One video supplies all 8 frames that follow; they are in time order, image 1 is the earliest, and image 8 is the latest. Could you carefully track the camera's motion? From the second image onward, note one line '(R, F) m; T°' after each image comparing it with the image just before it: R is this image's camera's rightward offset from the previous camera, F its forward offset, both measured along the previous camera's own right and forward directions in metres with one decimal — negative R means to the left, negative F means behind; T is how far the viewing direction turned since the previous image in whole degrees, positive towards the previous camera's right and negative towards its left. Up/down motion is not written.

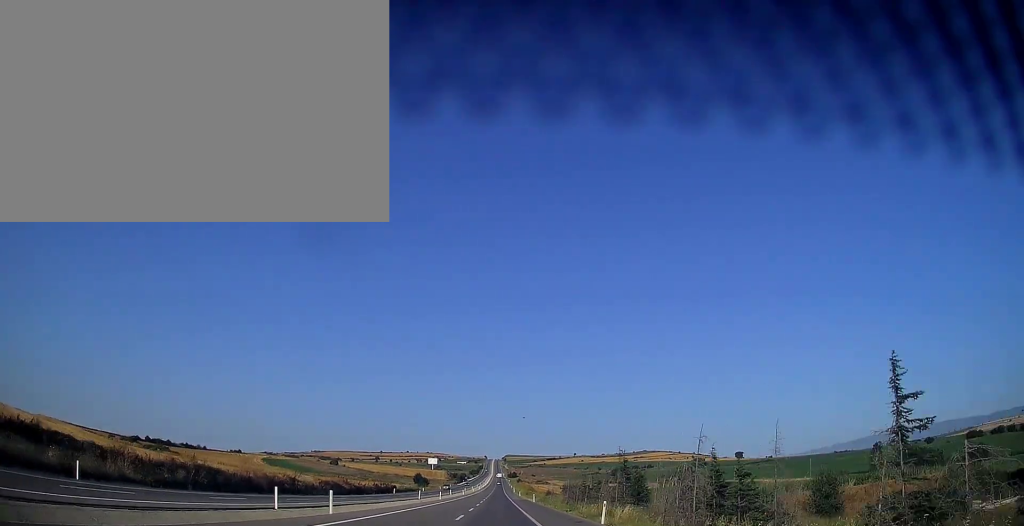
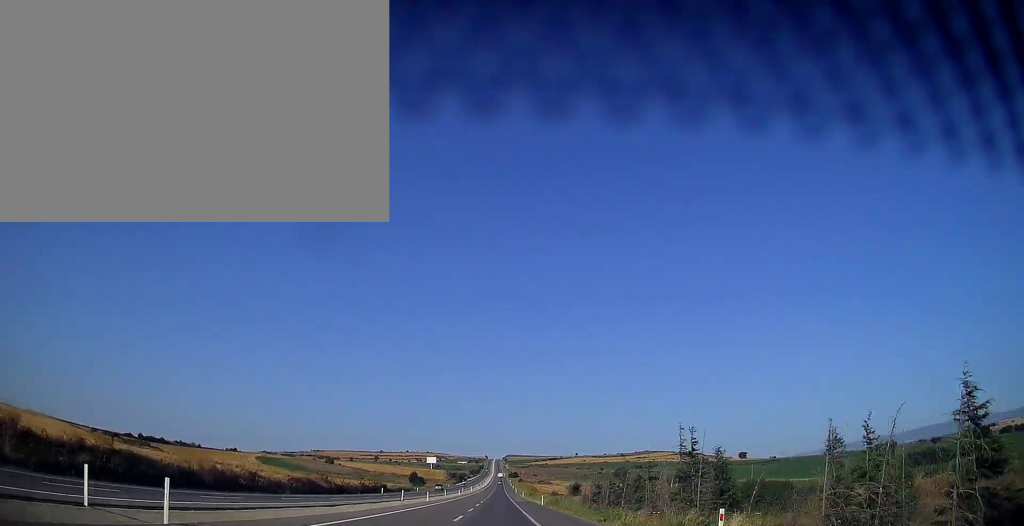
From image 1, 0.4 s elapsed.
(0.0, +12.7) m; 0°
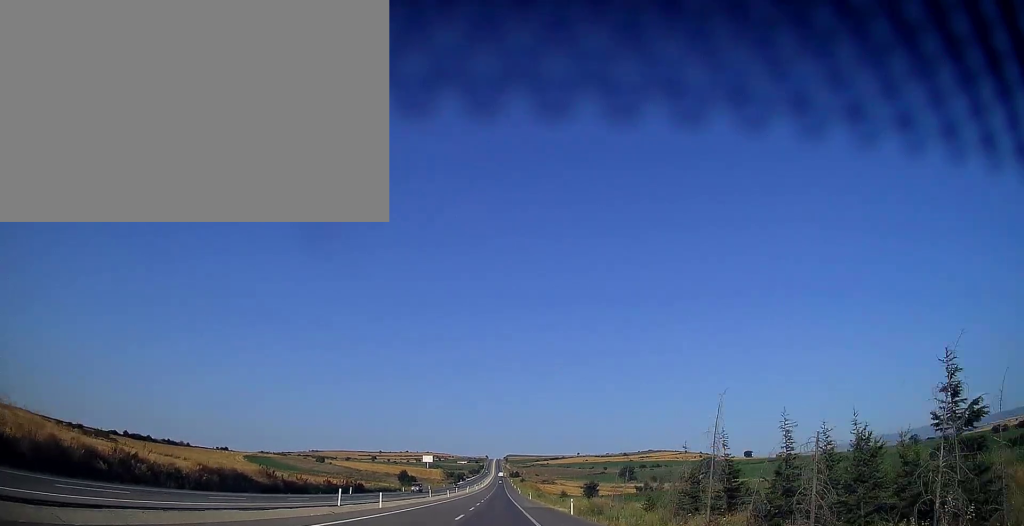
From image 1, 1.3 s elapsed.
(0.0, +24.5) m; 0°
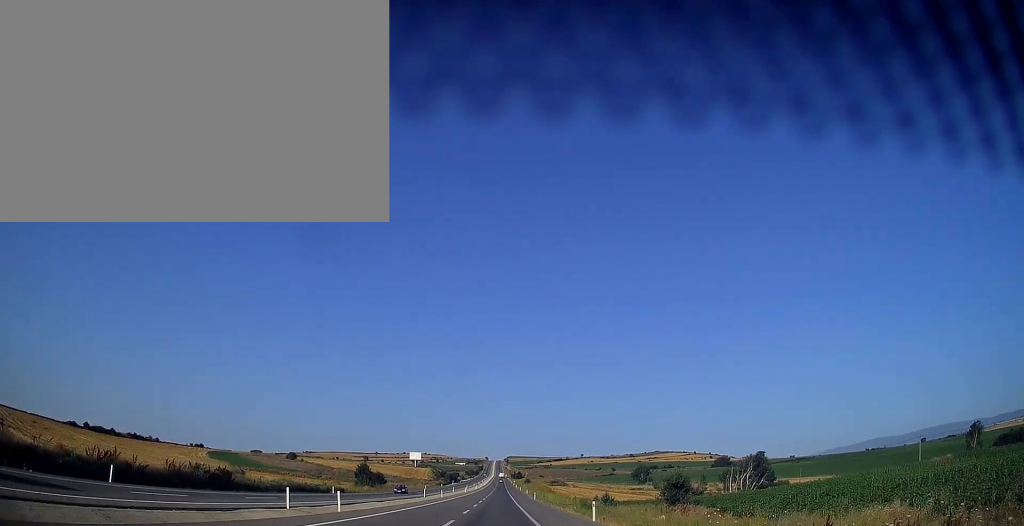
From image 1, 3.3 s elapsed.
(-0.2, +58.8) m; 0°
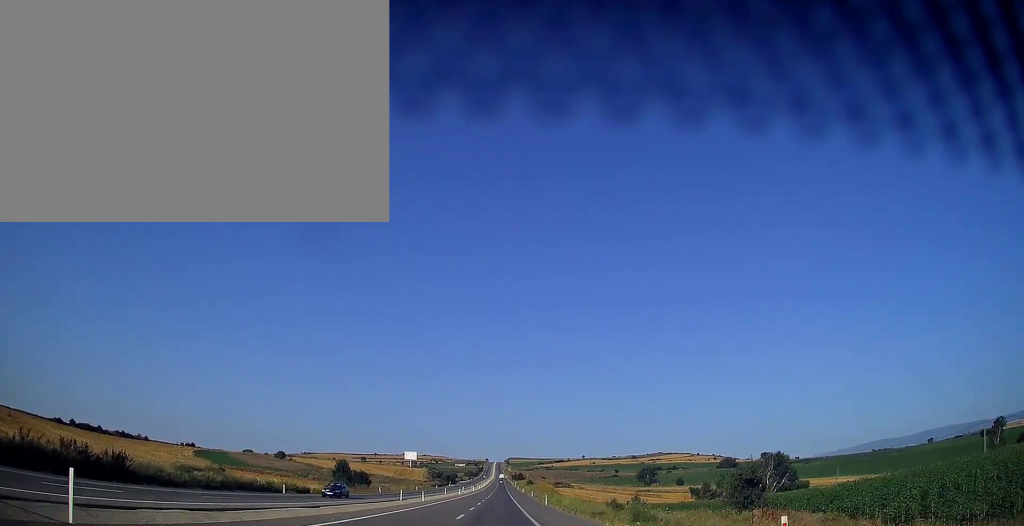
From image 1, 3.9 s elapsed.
(0.0, +18.6) m; 0°
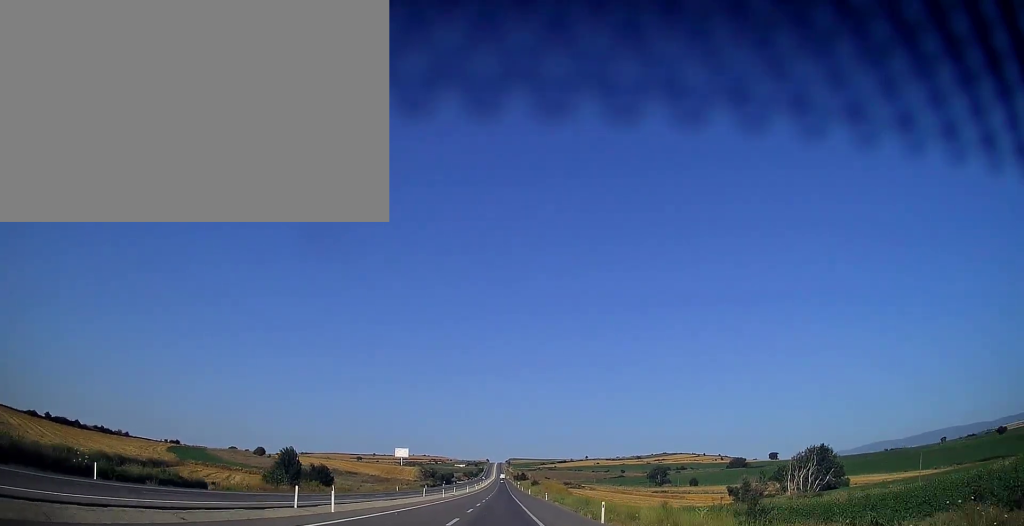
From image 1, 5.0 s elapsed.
(0.0, +31.3) m; 0°
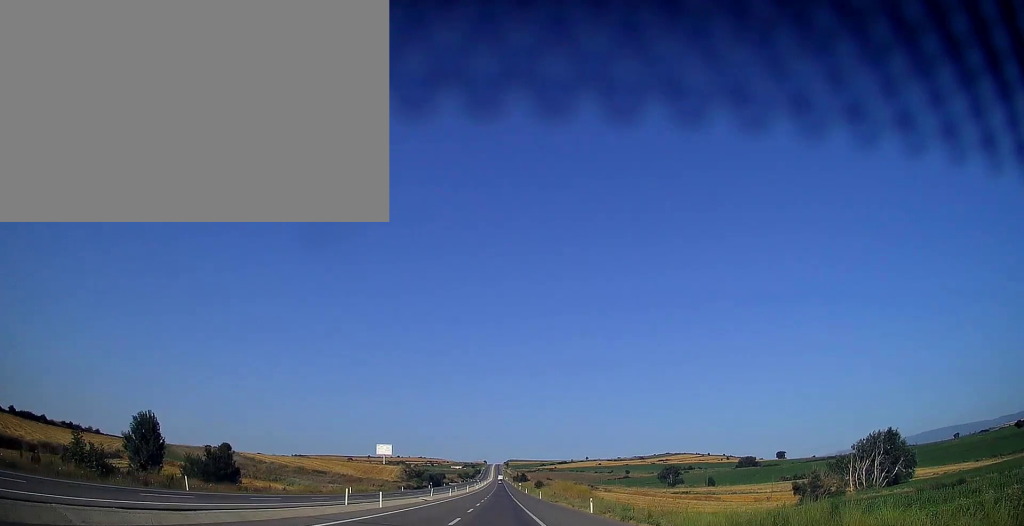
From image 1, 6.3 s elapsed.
(+0.1, +38.2) m; 0°
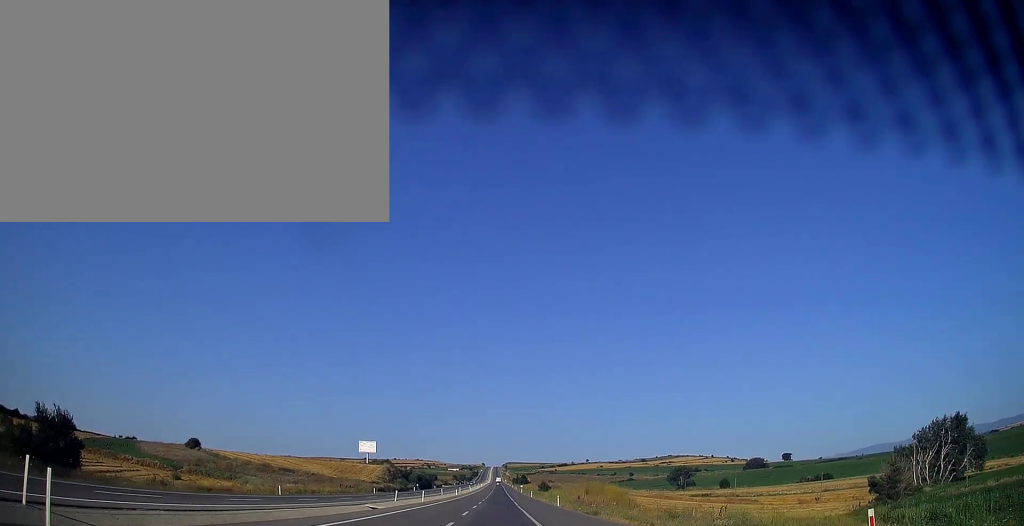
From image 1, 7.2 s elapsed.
(0.0, +28.3) m; 0°
